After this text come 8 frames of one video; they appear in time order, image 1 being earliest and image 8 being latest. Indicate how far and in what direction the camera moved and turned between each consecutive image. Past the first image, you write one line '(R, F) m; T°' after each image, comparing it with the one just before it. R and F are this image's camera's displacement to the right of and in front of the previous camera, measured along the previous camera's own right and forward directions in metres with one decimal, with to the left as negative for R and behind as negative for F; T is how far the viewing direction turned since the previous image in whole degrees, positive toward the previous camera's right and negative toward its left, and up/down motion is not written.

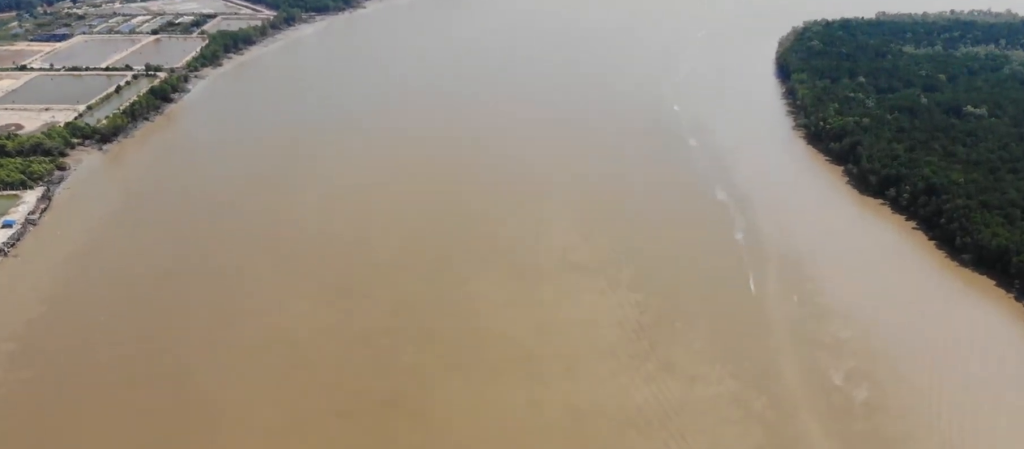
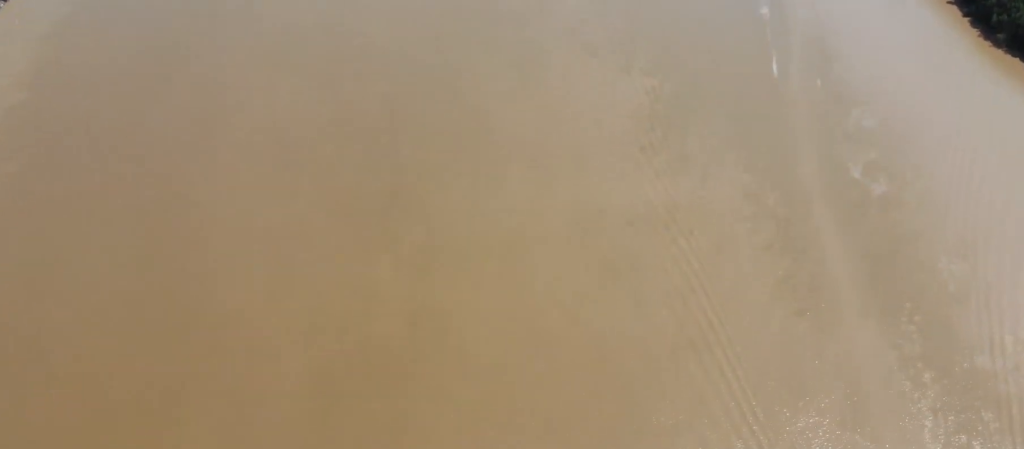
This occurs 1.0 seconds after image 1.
(0.0, +11.3) m; 0°
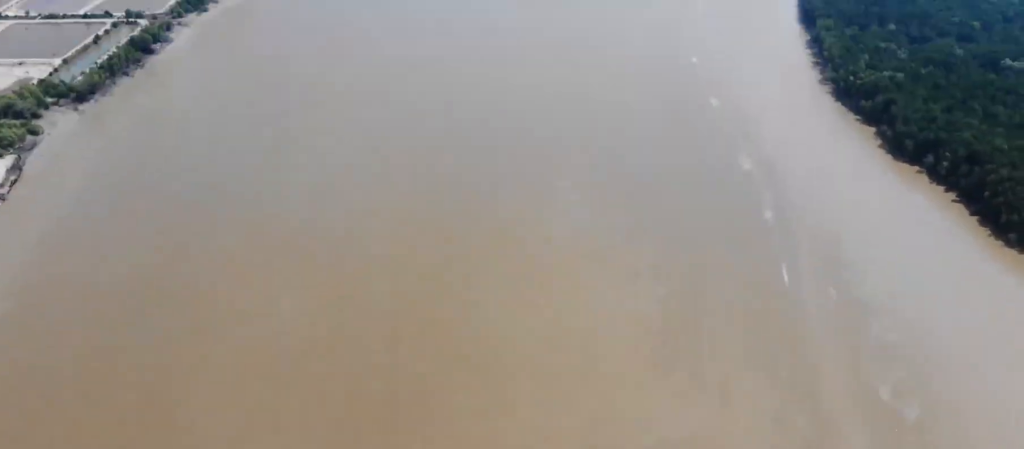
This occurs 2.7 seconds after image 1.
(0.0, +20.4) m; 0°
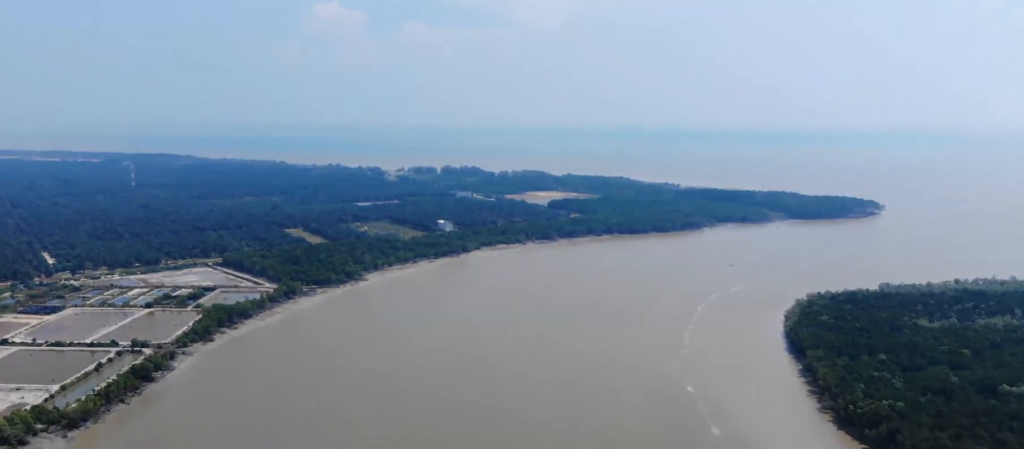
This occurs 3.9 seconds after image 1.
(+0.1, +13.4) m; 0°
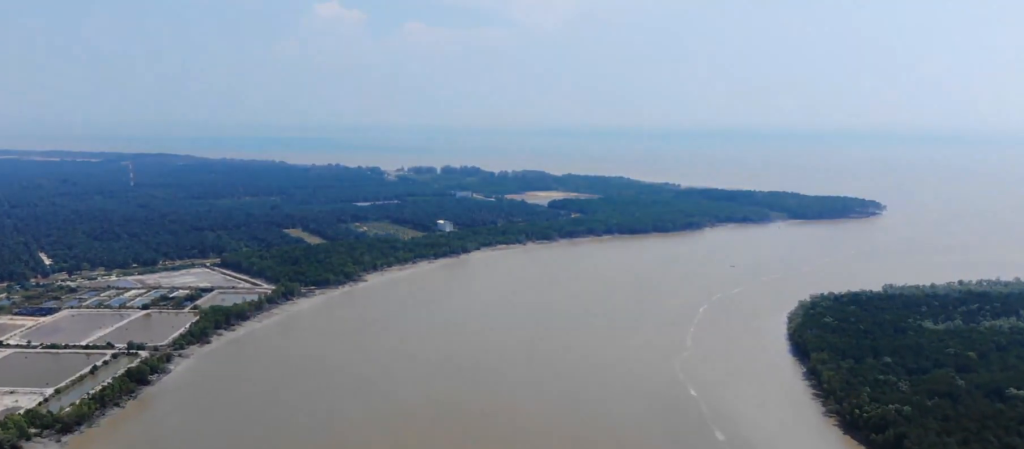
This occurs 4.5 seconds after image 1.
(0.0, +6.9) m; 0°
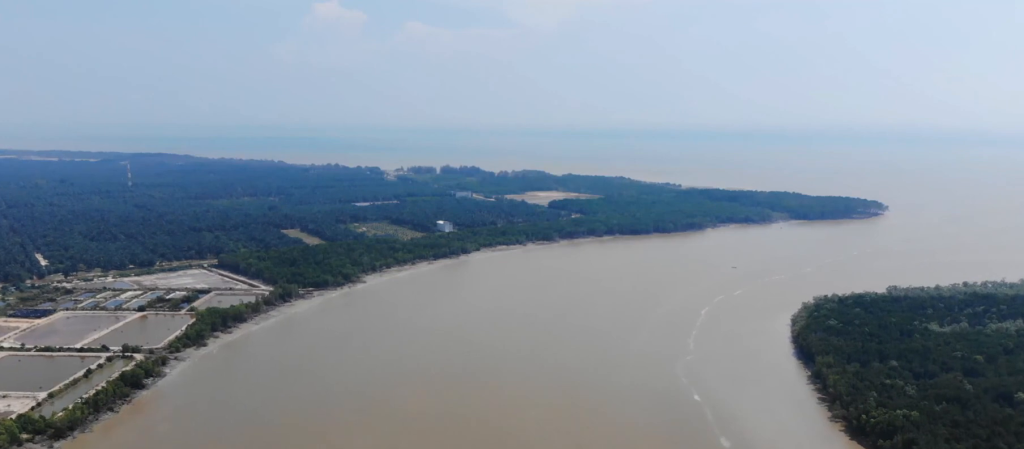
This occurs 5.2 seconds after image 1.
(0.0, +7.9) m; 0°
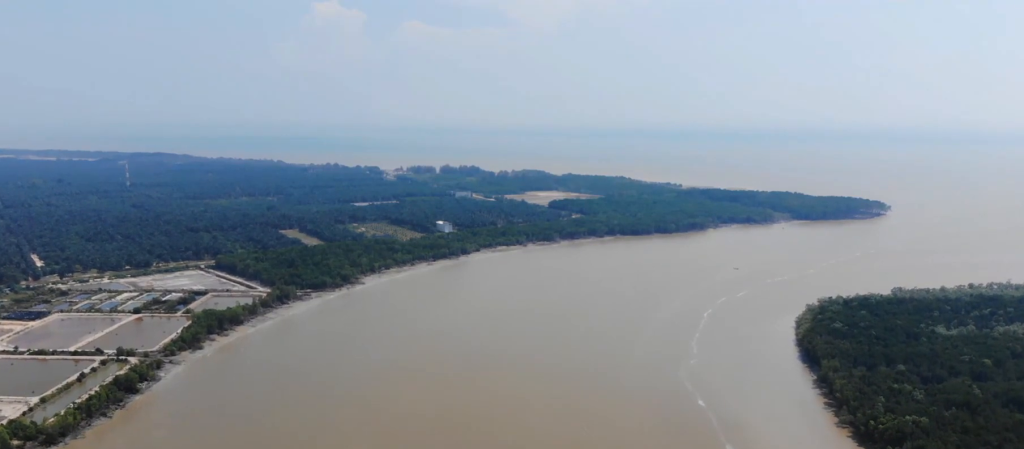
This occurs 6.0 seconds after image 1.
(0.0, +9.0) m; 0°
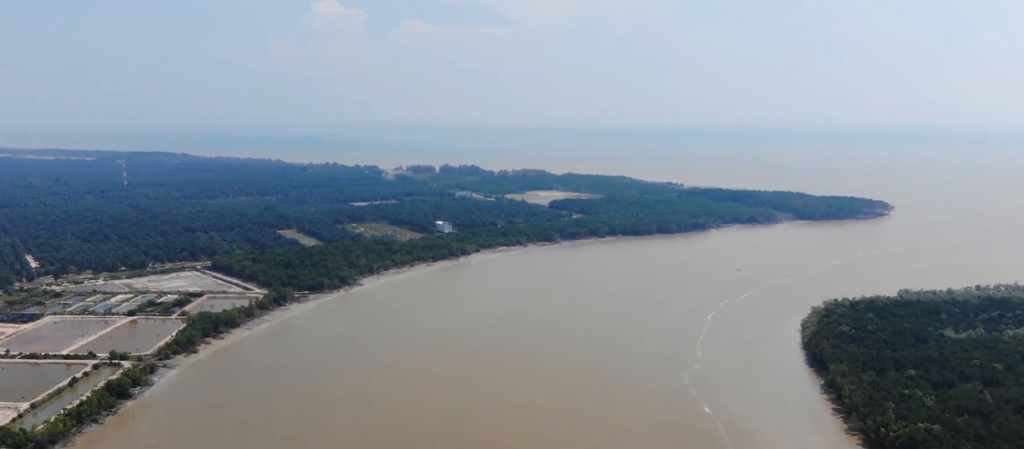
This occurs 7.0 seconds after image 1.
(0.0, +11.2) m; 0°
